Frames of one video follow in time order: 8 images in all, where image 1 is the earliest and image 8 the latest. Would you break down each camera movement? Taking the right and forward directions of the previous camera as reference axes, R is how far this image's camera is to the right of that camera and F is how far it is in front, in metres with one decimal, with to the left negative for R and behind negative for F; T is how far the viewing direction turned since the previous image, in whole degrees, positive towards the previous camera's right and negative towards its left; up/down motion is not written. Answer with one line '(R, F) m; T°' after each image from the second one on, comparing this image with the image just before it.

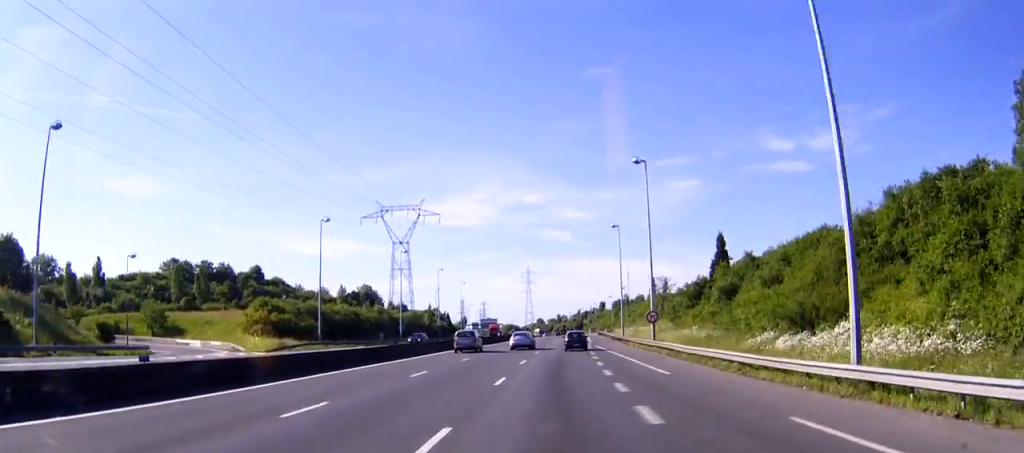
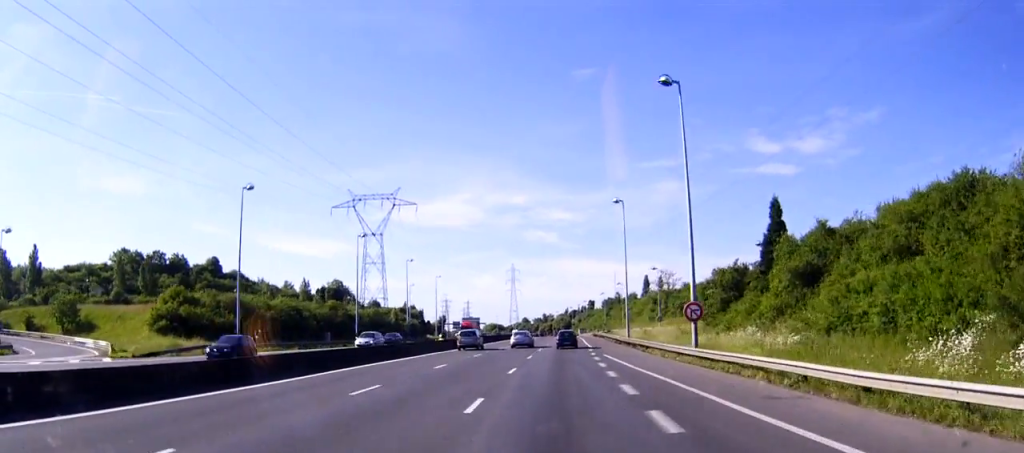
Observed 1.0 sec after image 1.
(+0.3, +21.1) m; +1°
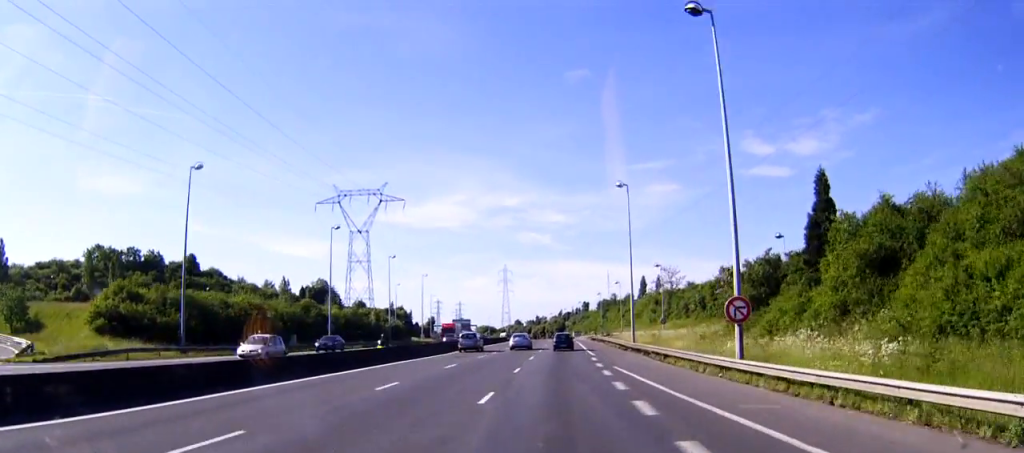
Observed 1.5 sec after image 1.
(+0.1, +10.1) m; 0°
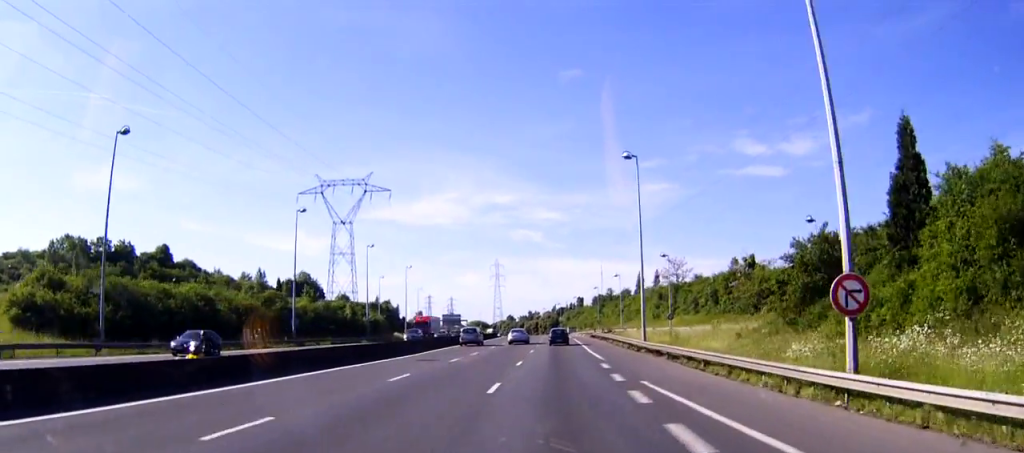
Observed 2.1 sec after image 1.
(0.0, +11.4) m; 0°
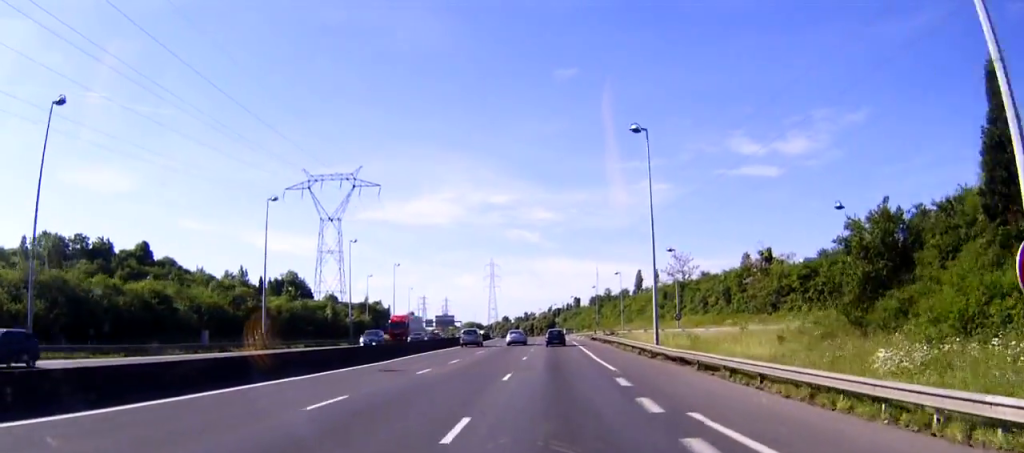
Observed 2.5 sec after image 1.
(0.0, +8.1) m; 0°
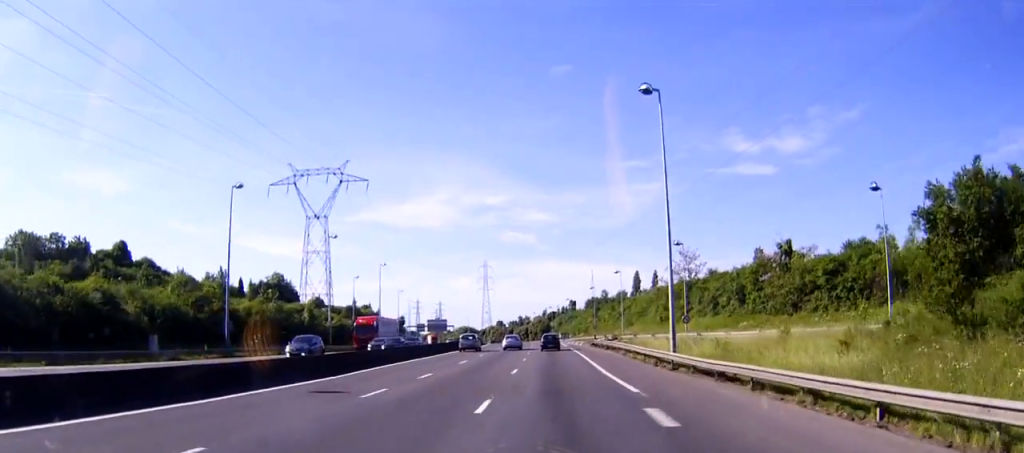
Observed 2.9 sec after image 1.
(0.0, +8.0) m; 0°
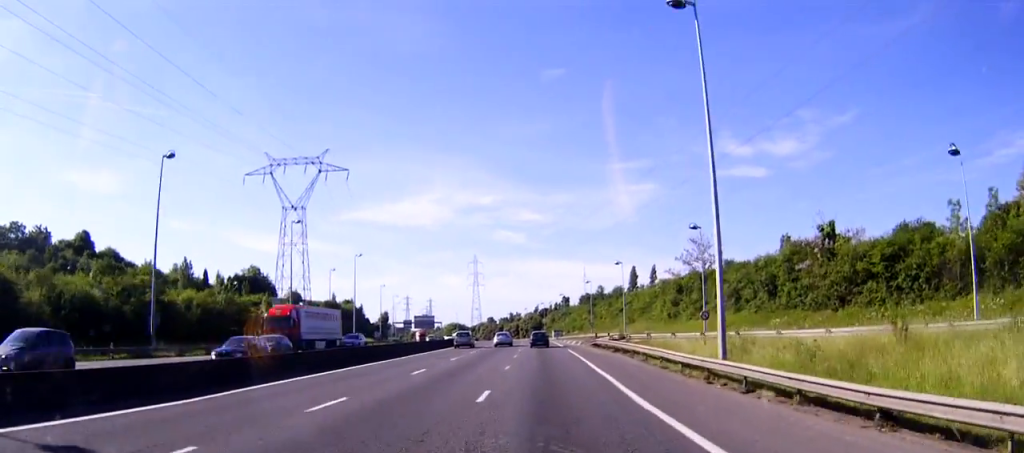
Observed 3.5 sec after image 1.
(+0.1, +12.7) m; 0°
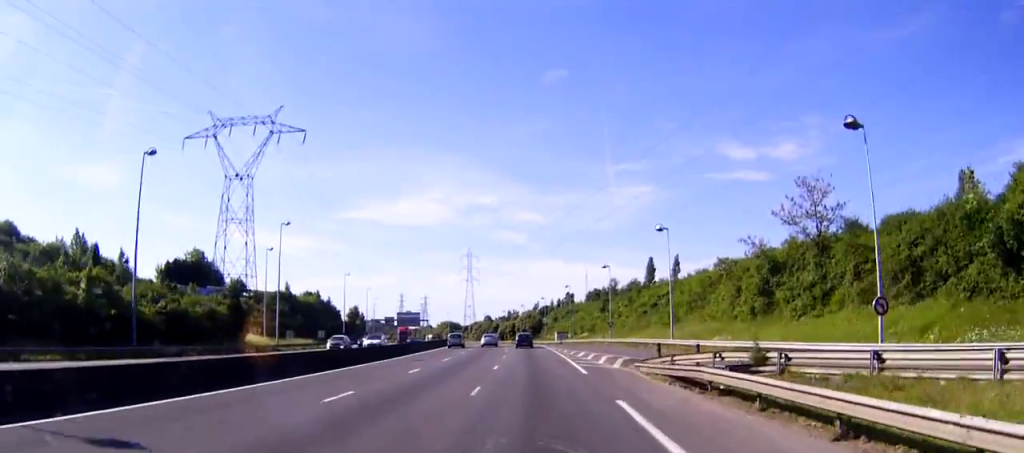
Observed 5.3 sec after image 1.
(-0.1, +36.2) m; -1°
